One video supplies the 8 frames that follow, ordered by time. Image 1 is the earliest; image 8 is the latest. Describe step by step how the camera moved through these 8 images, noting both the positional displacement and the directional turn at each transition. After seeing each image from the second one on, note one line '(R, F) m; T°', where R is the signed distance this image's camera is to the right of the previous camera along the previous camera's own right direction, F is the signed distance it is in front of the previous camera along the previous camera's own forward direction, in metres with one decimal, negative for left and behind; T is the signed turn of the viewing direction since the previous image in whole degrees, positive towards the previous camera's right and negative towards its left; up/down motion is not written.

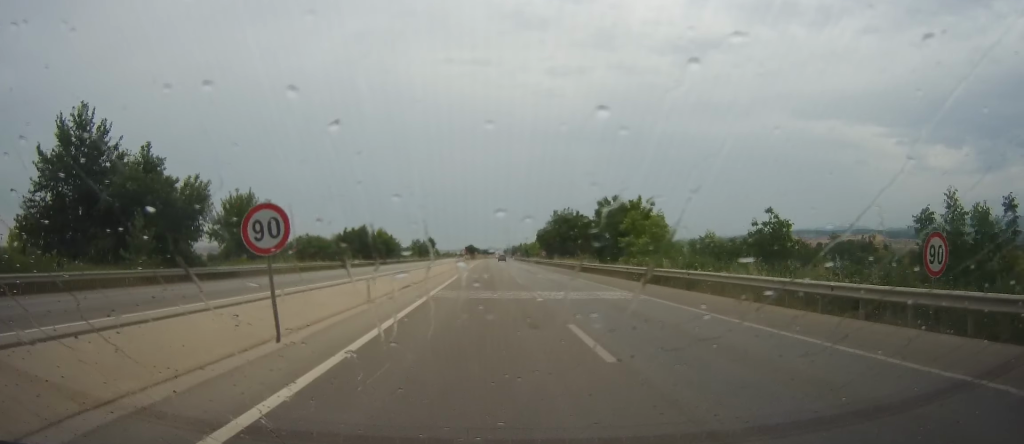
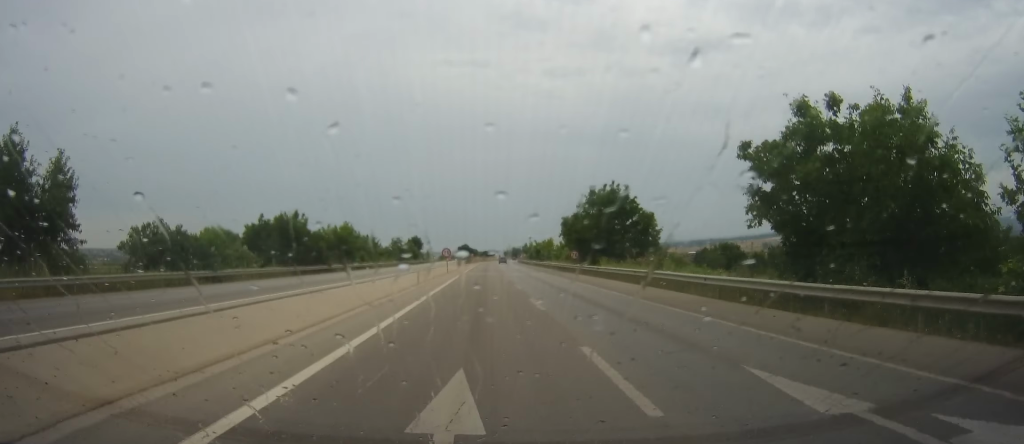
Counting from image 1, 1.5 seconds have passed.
(+0.4, +41.4) m; 0°
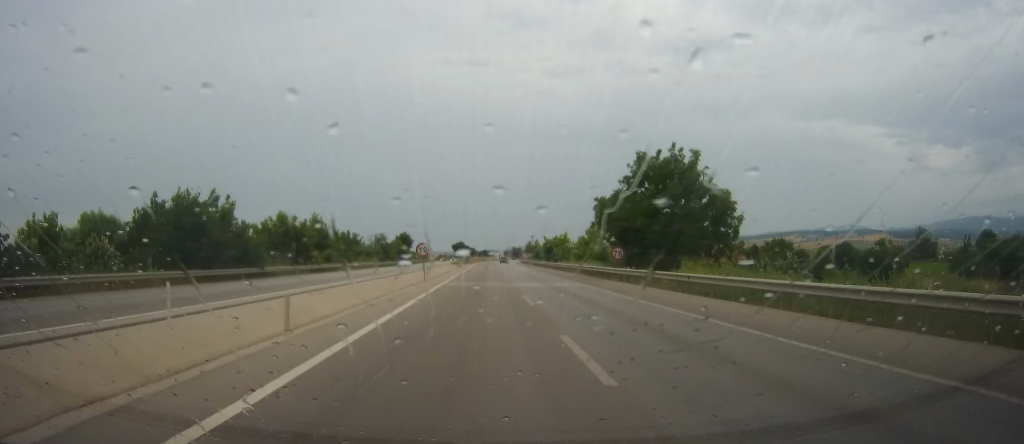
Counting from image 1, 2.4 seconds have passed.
(-0.1, +23.6) m; -1°
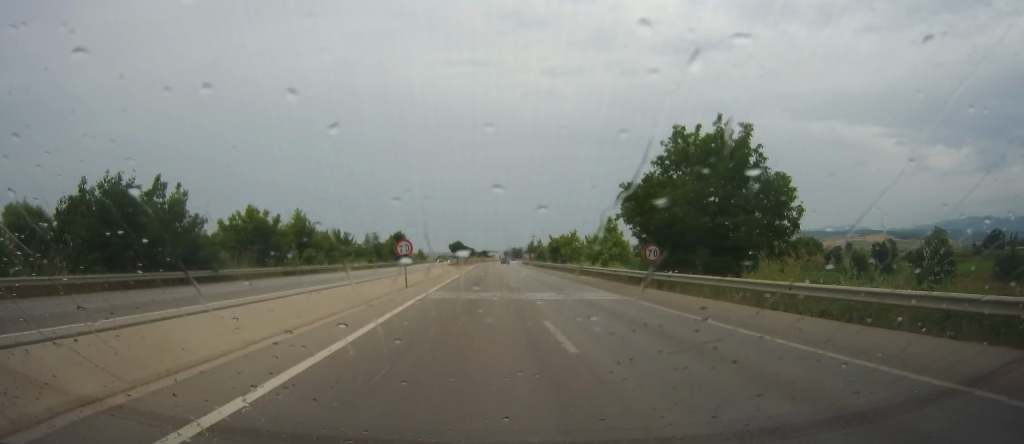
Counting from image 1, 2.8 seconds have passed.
(-0.1, +10.0) m; 0°
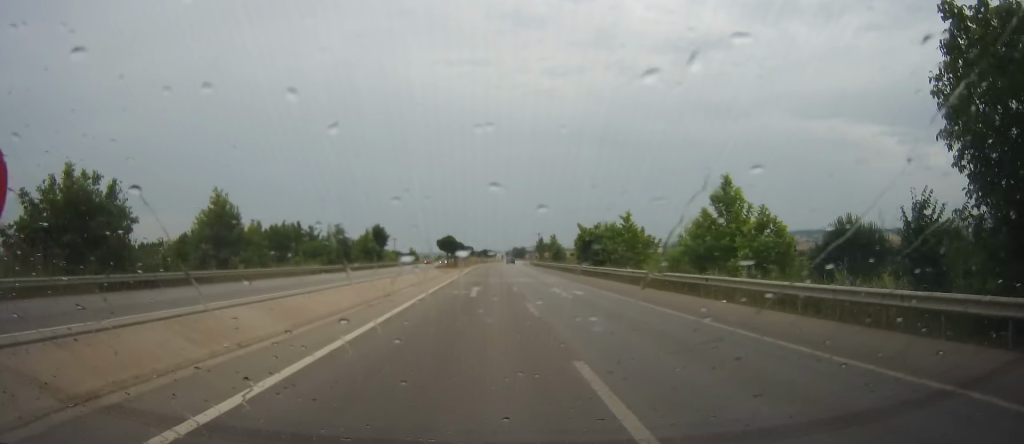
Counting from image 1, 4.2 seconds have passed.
(-0.4, +32.3) m; -1°
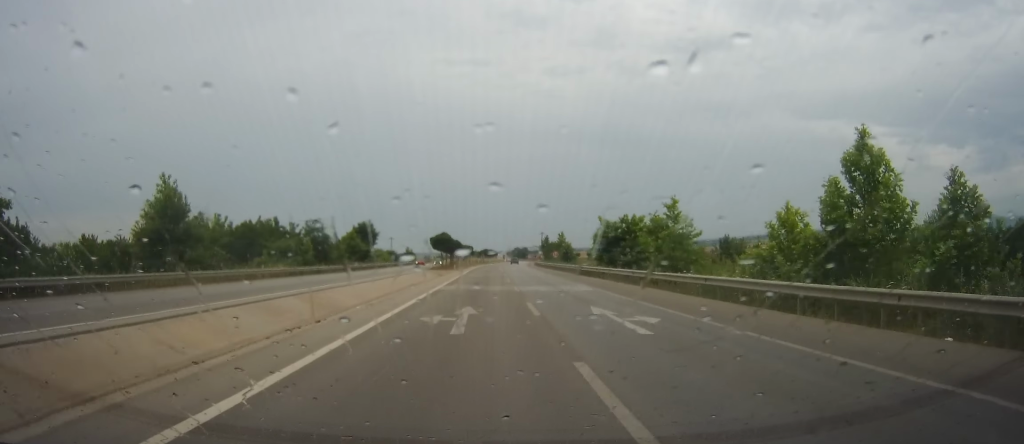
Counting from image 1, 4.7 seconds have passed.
(0.0, +13.1) m; 0°
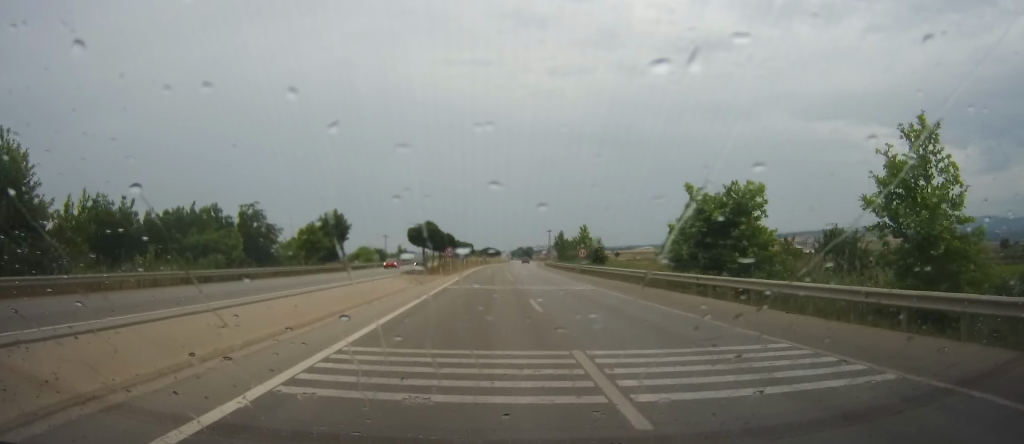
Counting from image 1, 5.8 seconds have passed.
(+0.1, +23.6) m; 0°
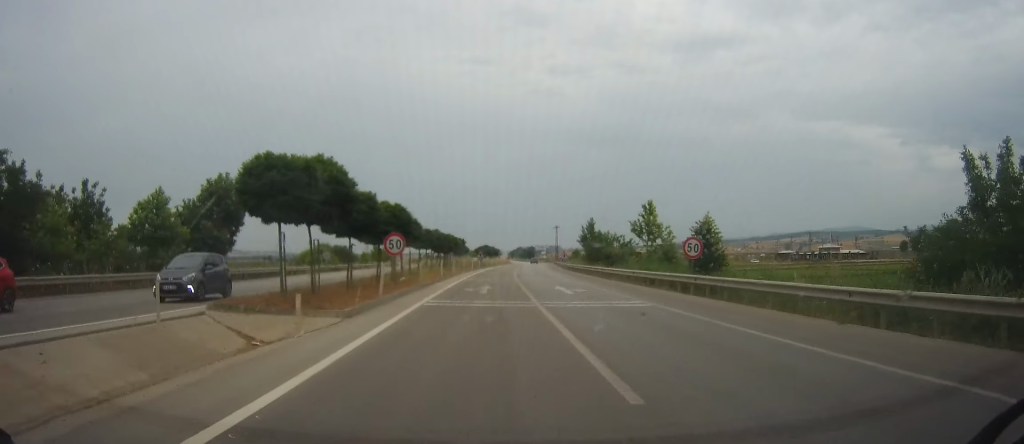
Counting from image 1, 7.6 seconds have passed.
(-0.5, +35.4) m; 0°
